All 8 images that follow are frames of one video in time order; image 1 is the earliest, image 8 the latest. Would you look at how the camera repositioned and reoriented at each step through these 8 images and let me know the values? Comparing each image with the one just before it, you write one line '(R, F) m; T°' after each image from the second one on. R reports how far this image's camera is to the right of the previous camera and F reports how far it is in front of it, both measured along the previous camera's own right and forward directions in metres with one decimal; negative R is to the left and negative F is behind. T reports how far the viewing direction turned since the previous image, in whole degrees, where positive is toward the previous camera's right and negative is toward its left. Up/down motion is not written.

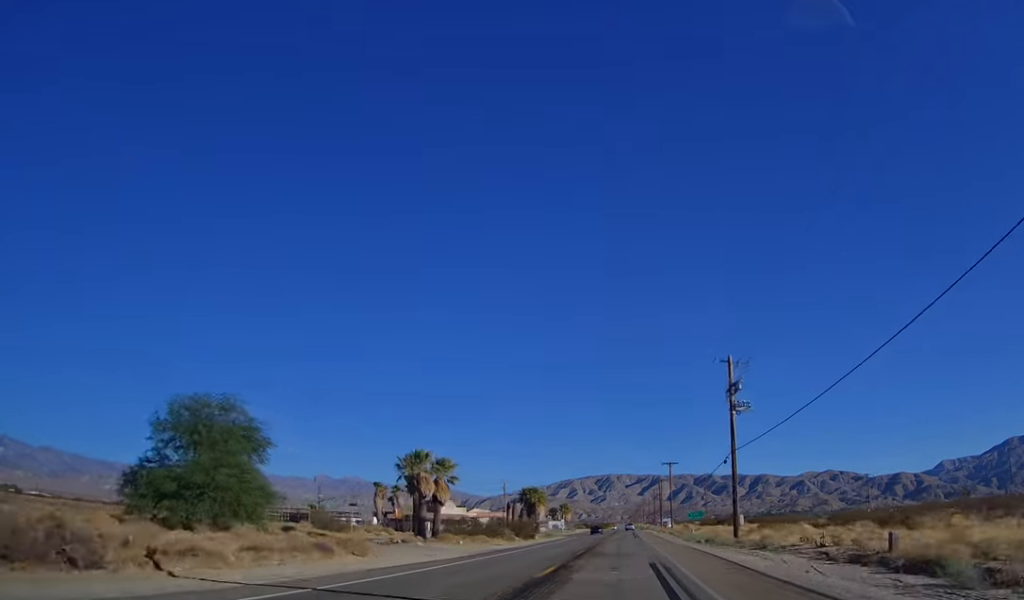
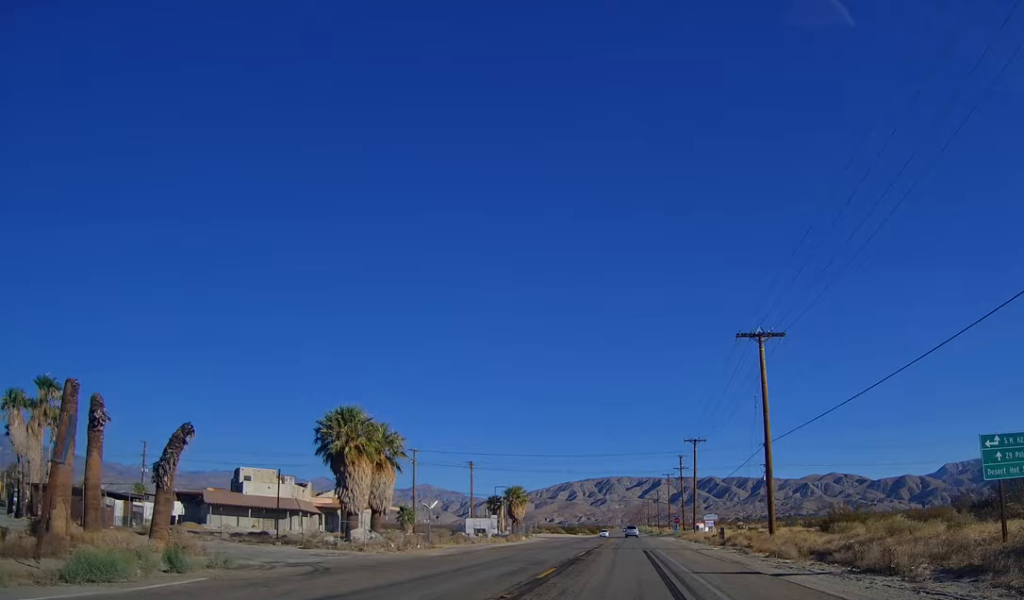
(0.0, +89.5) m; 0°
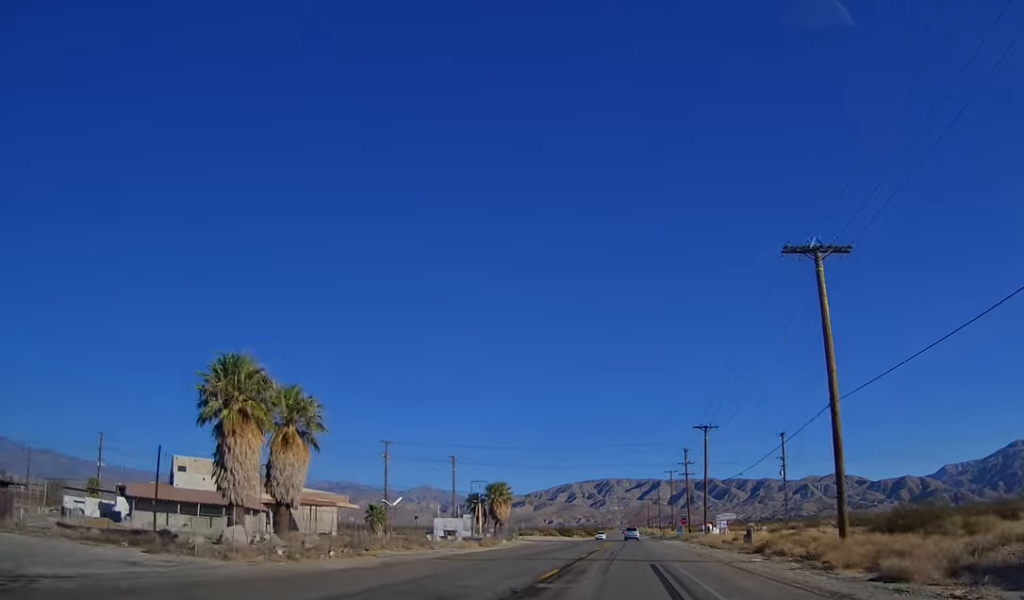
(0.0, +14.0) m; 0°
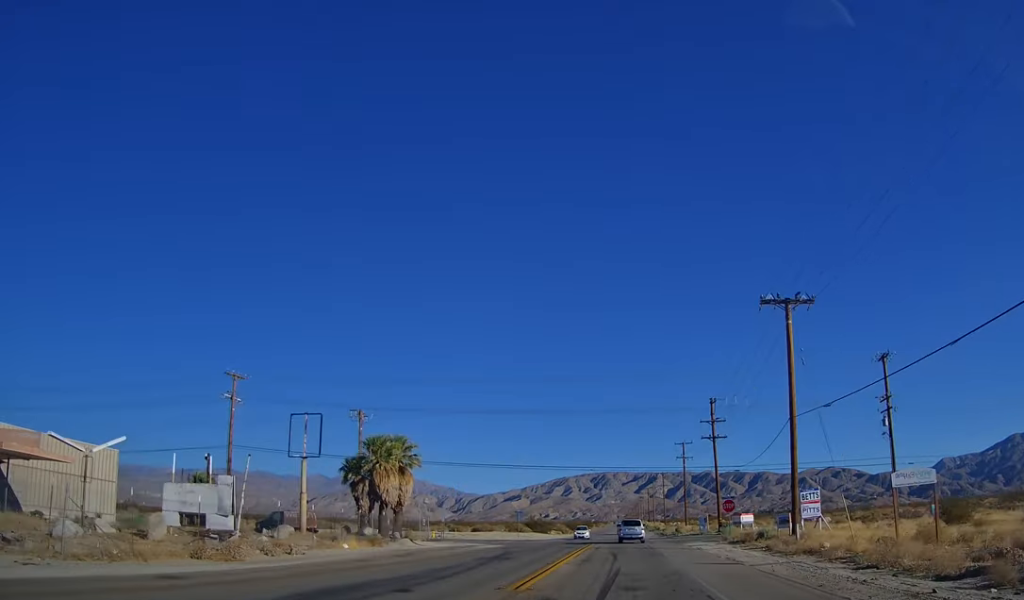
(0.0, +45.0) m; 0°
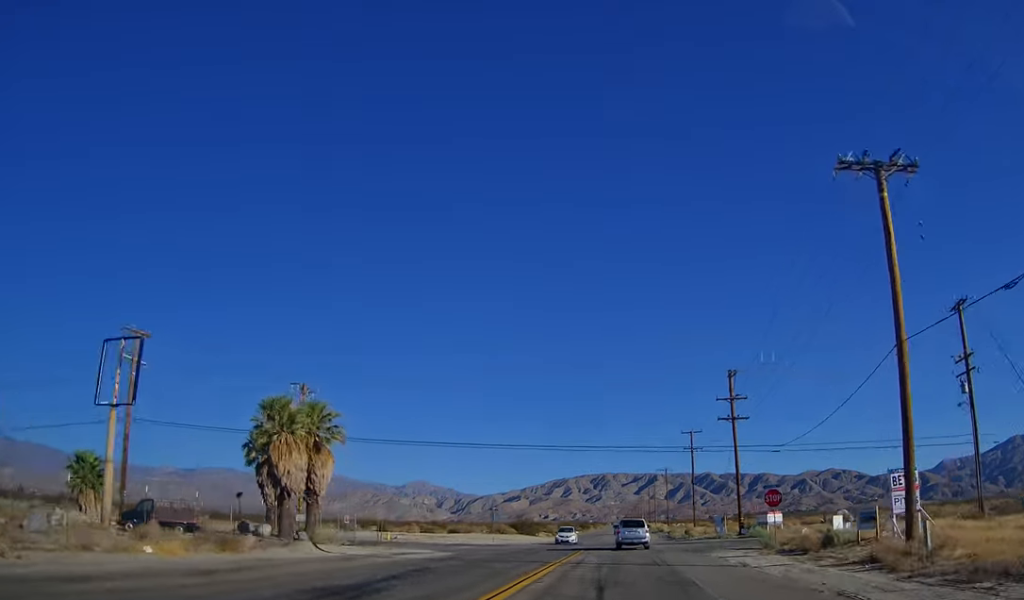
(0.0, +16.6) m; 0°
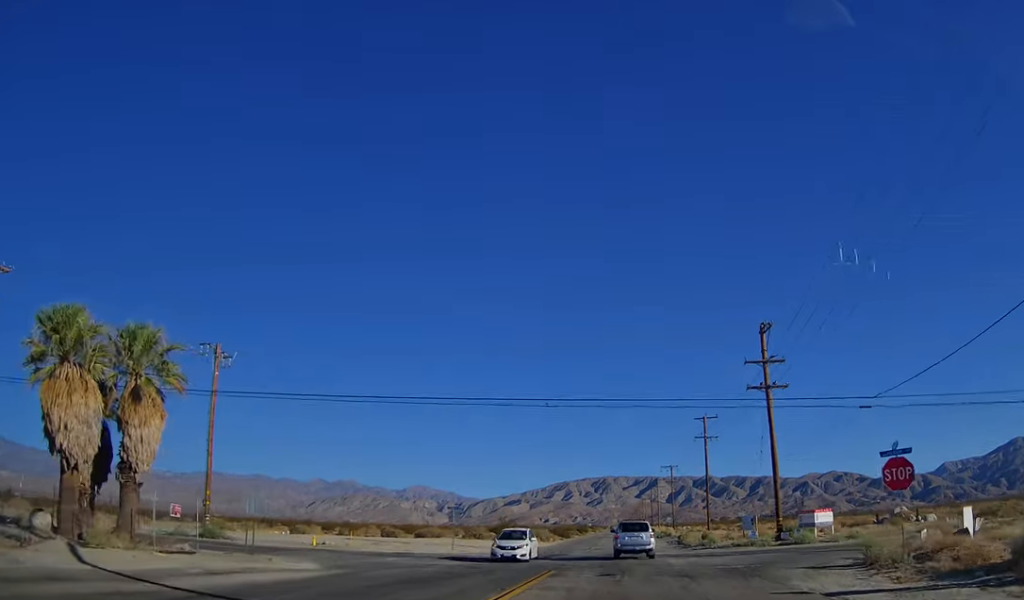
(0.0, +16.8) m; +1°
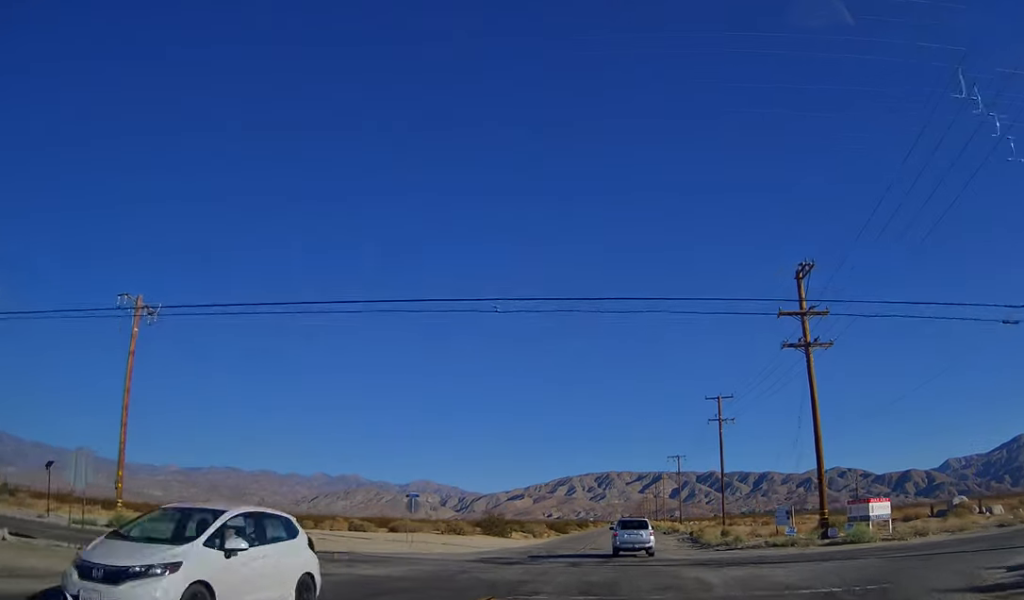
(+0.1, +11.1) m; +1°
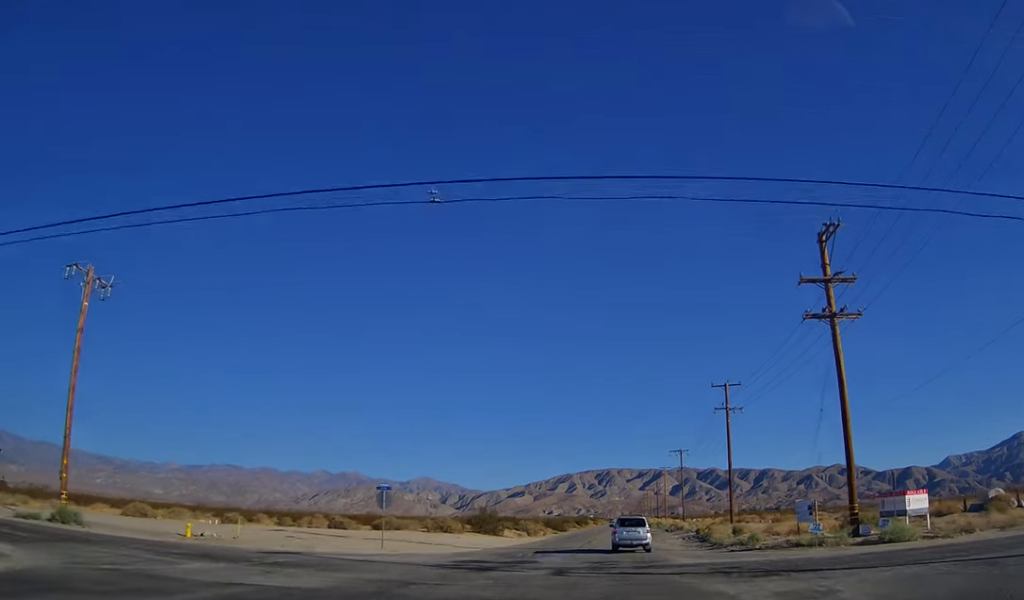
(+0.1, +5.7) m; +1°
